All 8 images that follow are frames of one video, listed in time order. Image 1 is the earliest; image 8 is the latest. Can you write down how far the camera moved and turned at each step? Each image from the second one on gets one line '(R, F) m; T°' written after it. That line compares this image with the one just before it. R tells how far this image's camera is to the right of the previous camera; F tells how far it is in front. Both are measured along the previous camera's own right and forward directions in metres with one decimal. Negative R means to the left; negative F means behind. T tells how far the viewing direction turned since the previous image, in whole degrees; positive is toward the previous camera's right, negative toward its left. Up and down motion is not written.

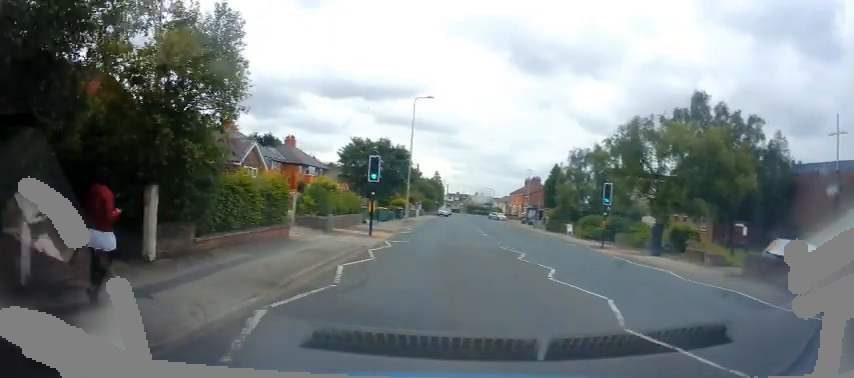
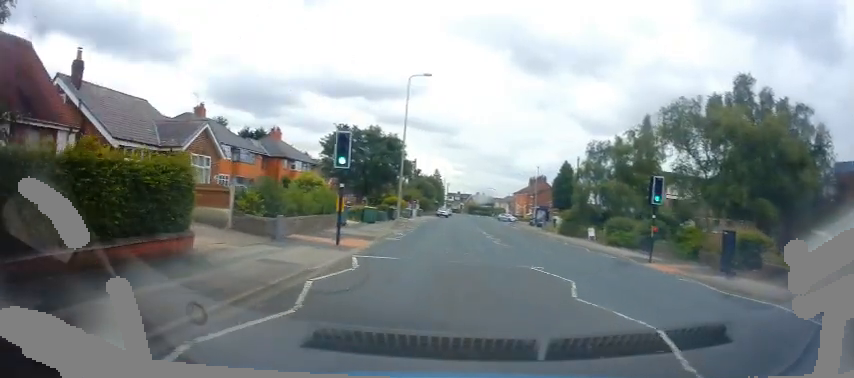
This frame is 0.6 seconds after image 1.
(0.0, +6.5) m; +1°
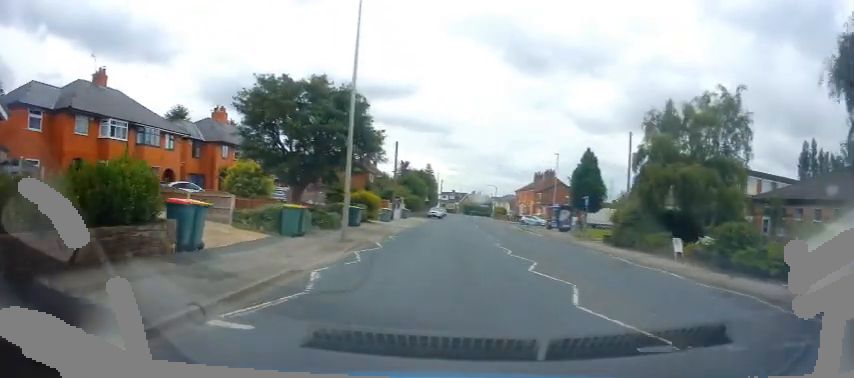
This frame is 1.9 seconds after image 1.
(+0.3, +14.8) m; +1°
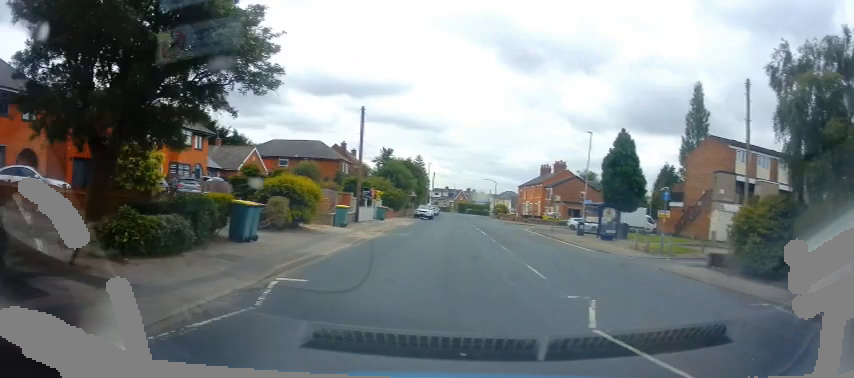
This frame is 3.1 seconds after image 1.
(0.0, +14.4) m; +1°
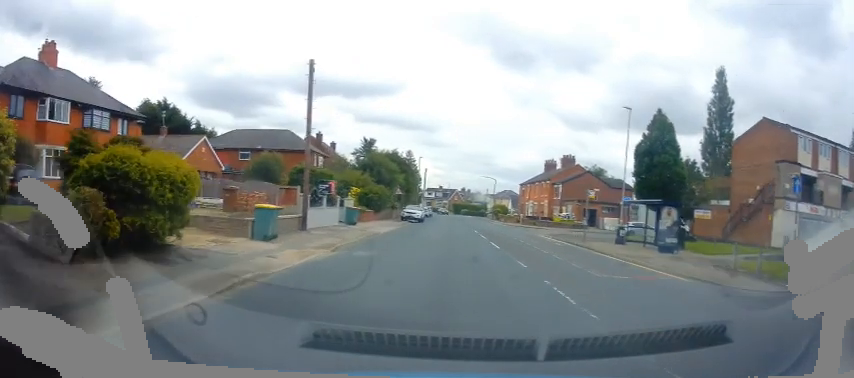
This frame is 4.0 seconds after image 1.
(+0.1, +9.6) m; 0°
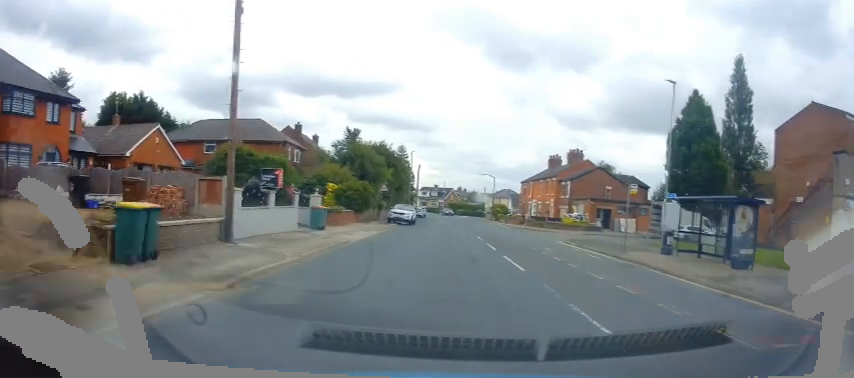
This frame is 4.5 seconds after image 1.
(+0.1, +6.2) m; 0°
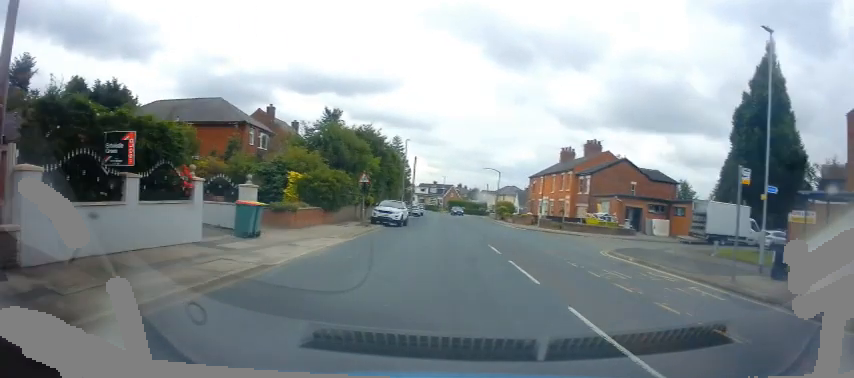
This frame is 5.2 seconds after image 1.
(-0.2, +8.1) m; 0°
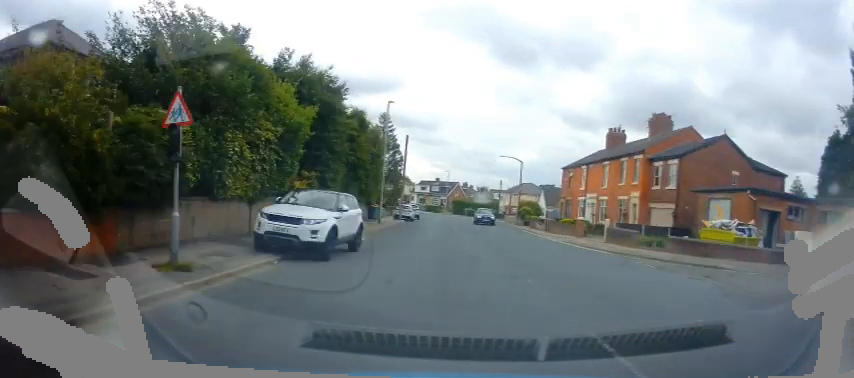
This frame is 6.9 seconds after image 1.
(+0.1, +18.5) m; 0°
